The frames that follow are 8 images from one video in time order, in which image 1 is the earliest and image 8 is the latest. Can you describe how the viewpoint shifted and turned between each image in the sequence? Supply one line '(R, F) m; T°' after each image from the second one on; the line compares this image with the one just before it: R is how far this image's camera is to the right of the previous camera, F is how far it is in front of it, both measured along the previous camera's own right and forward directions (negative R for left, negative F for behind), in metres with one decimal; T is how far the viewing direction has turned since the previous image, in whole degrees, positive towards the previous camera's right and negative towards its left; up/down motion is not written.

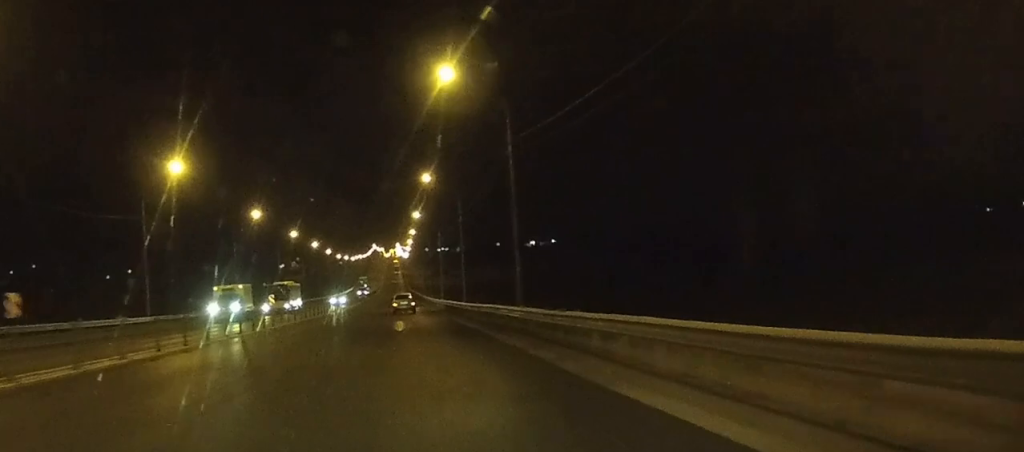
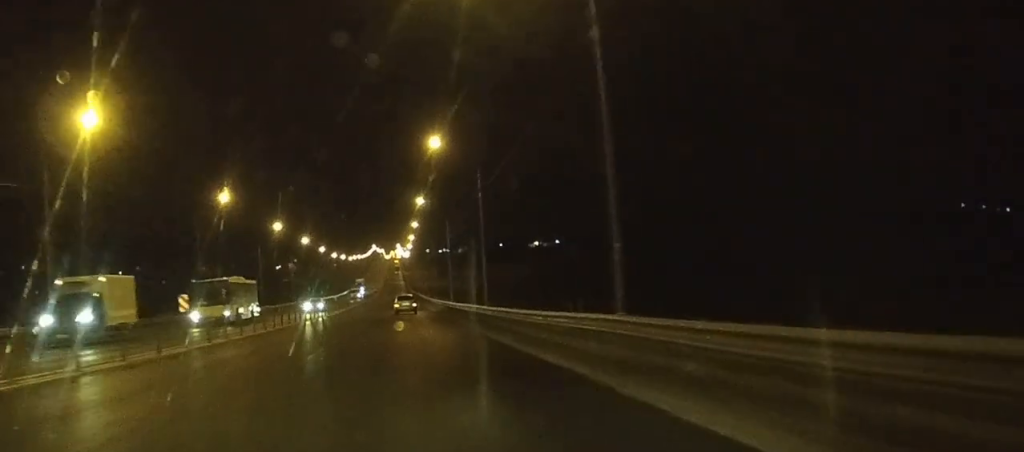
(0.0, +17.7) m; 0°
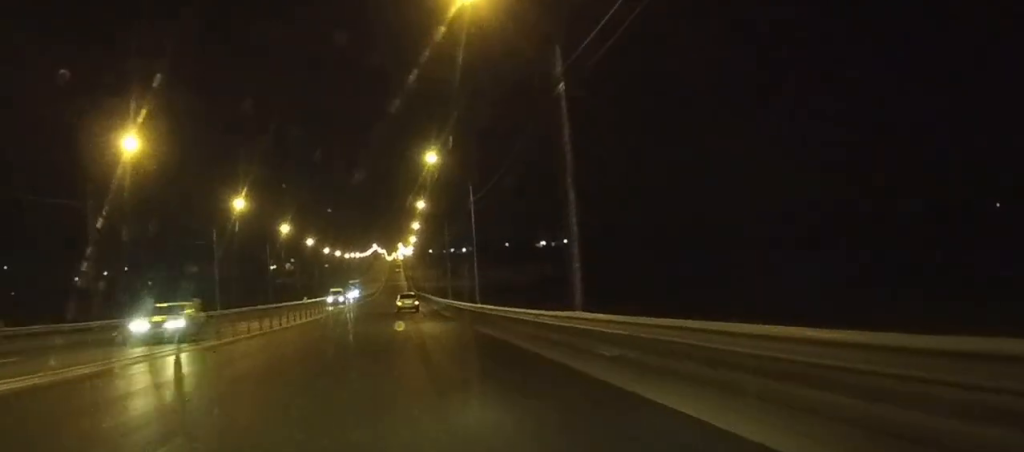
(0.0, +26.8) m; 0°
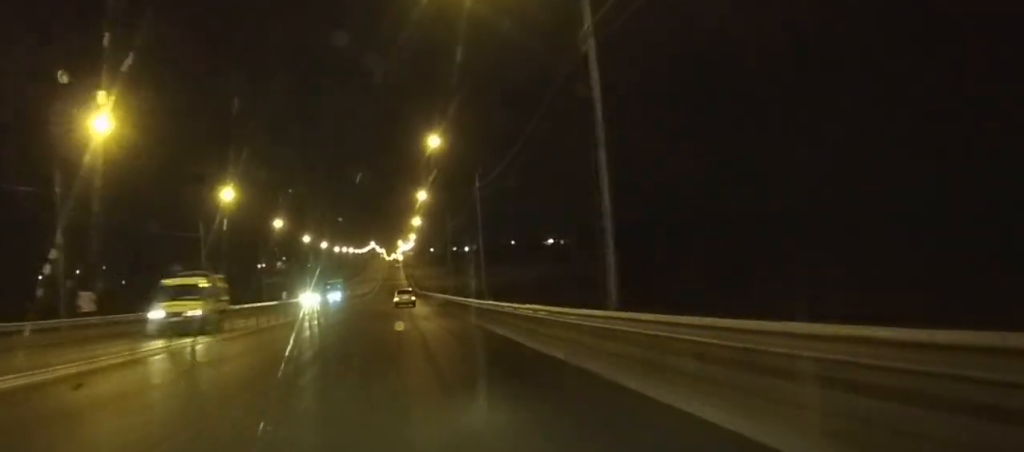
(-0.1, +39.3) m; 0°
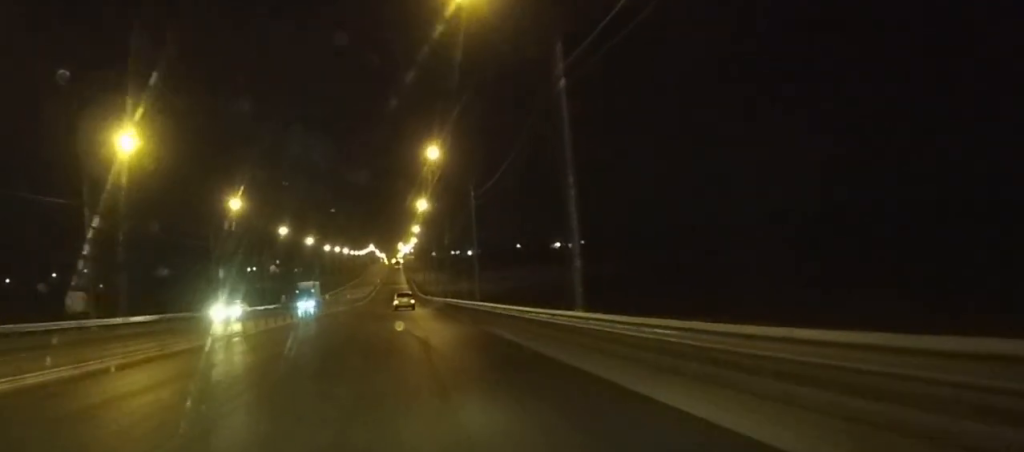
(0.0, +30.0) m; 0°
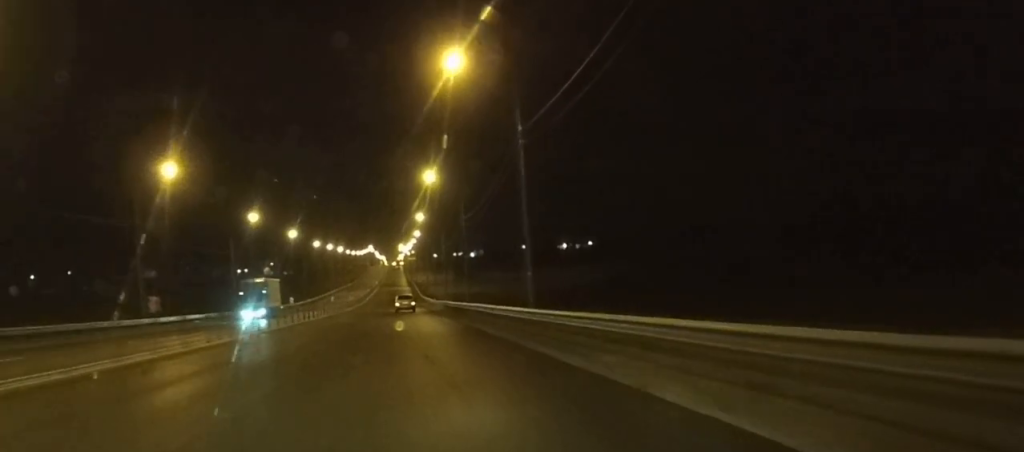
(0.0, +24.5) m; 0°
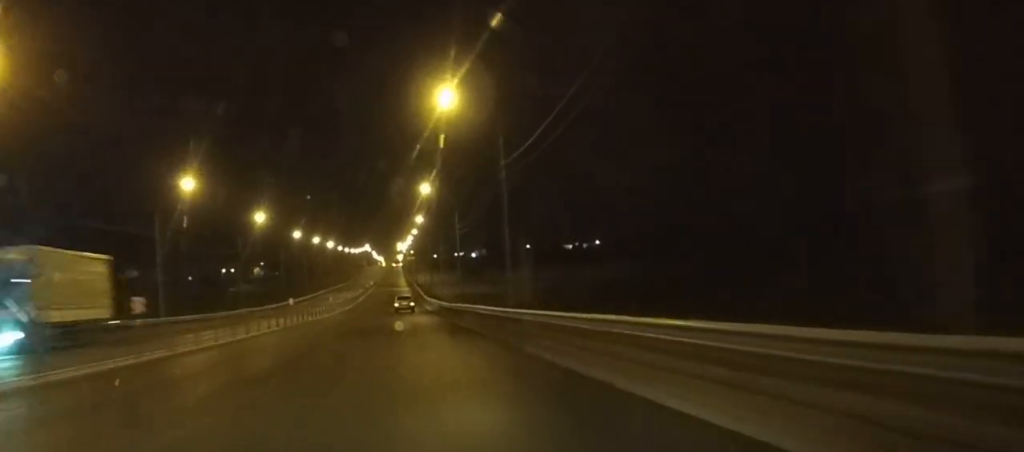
(+0.1, +29.1) m; 0°
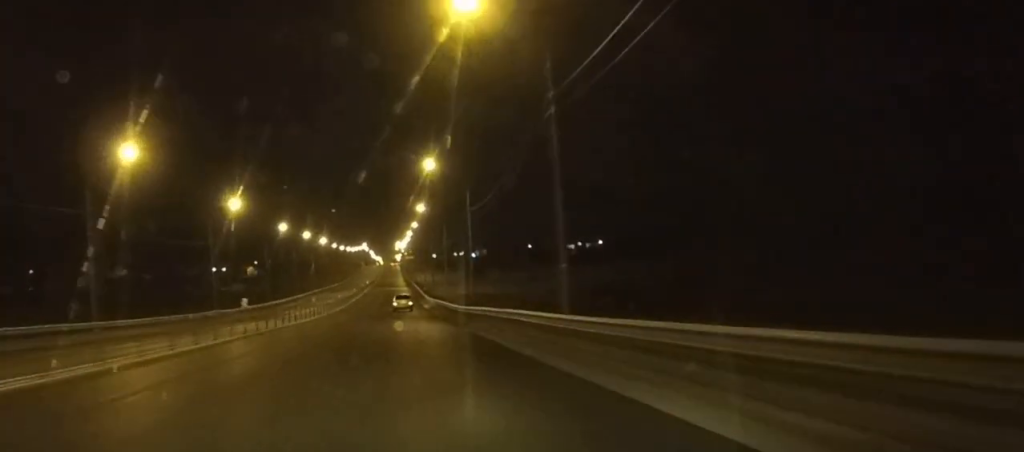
(0.0, +14.7) m; 0°
